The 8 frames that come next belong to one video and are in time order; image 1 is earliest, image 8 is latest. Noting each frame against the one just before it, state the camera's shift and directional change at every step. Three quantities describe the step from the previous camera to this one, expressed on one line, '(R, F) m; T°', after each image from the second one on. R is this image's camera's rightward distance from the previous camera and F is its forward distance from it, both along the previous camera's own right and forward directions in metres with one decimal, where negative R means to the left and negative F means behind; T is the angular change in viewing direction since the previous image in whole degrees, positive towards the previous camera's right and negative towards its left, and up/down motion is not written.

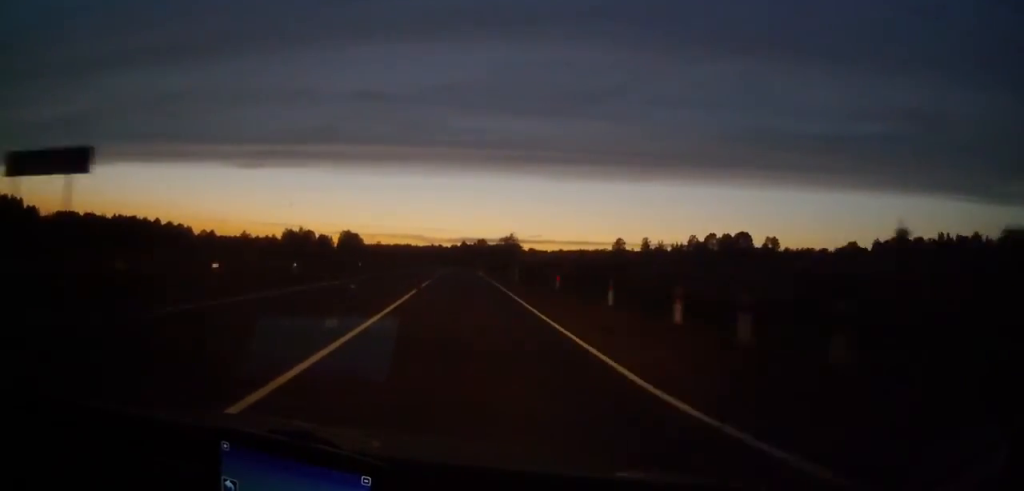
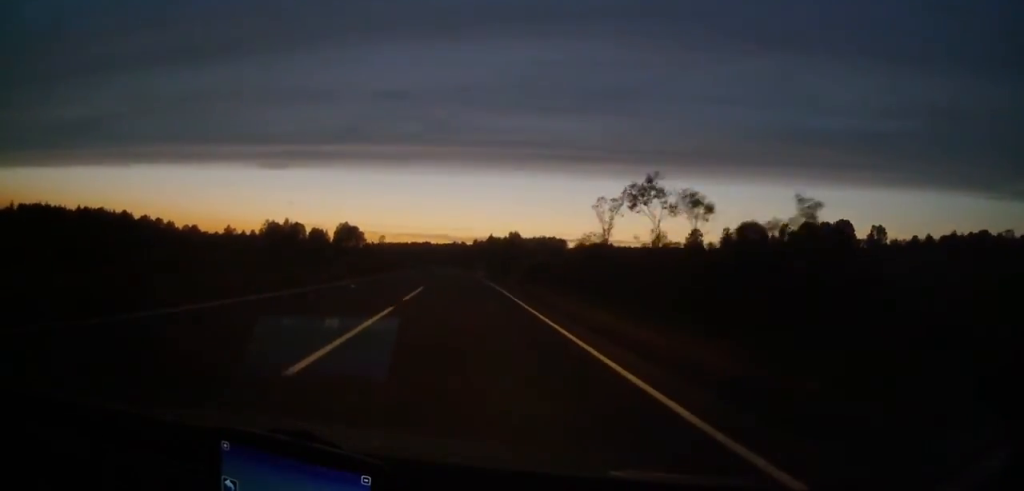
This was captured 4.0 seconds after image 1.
(-1.8, +103.3) m; -2°
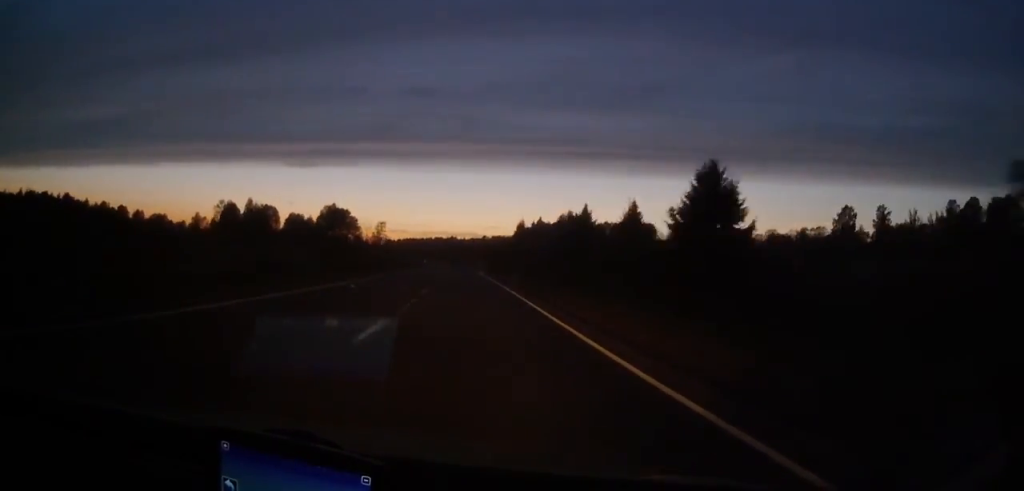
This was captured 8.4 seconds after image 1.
(-3.1, +117.1) m; -2°
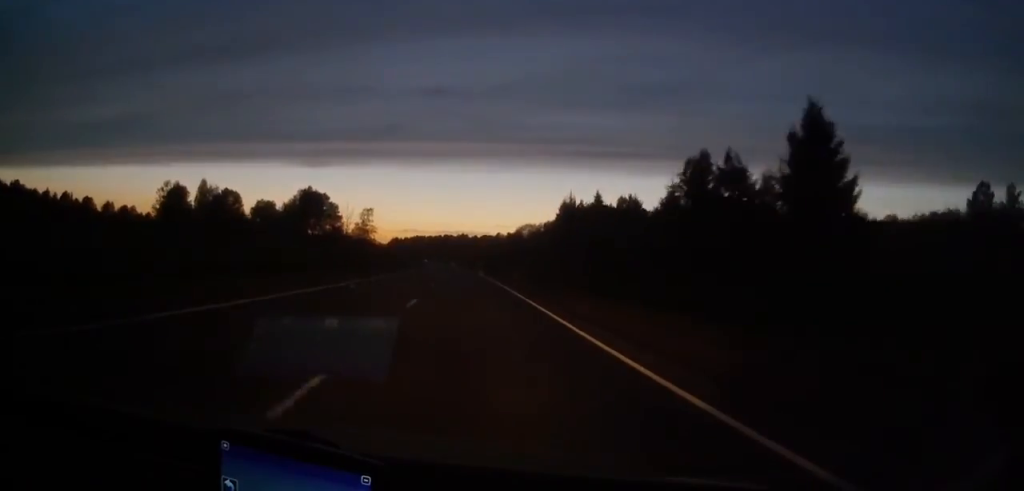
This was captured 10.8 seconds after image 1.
(-0.7, +66.3) m; -1°
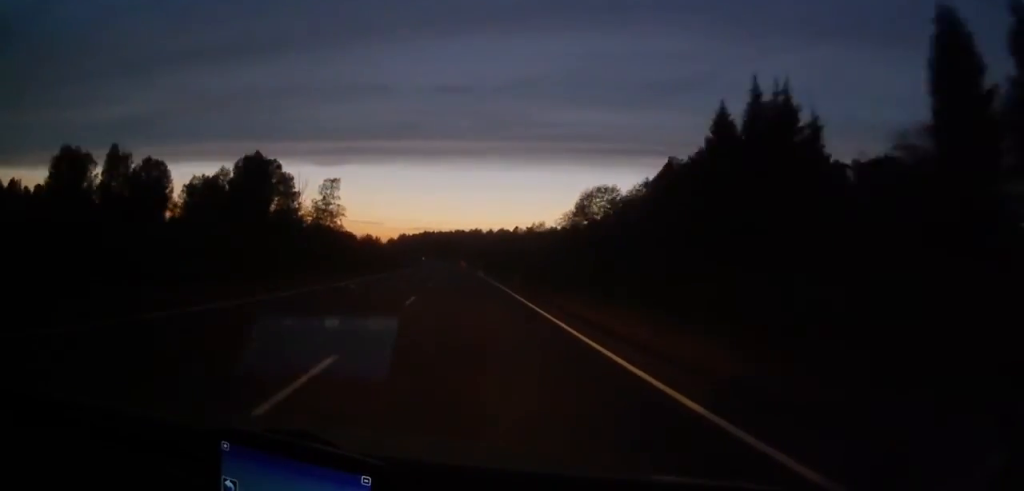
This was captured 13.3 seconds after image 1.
(-0.7, +71.7) m; -1°
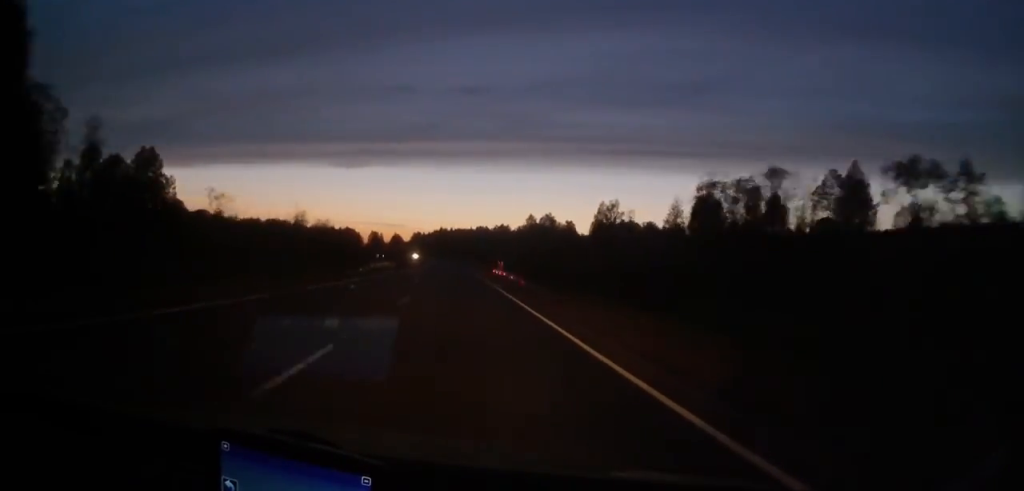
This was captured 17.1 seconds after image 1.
(-1.7, +109.7) m; -2°
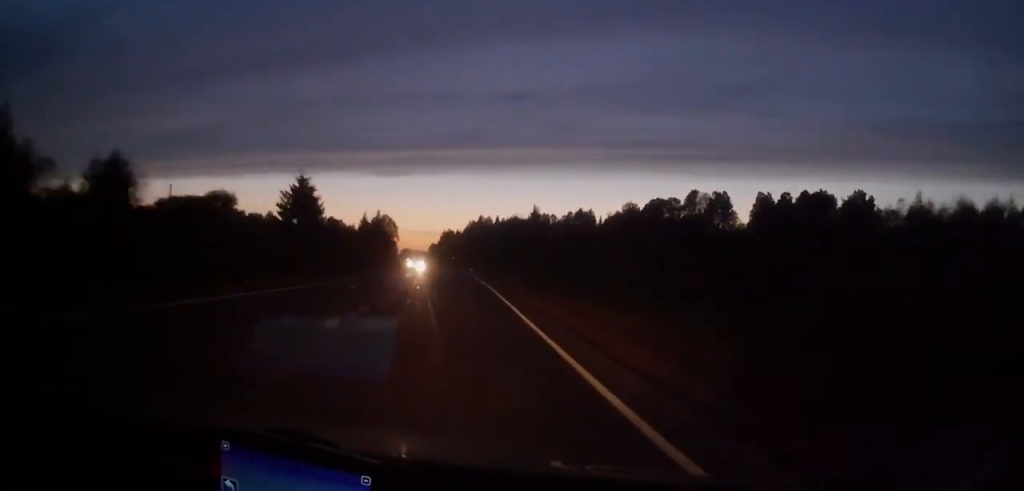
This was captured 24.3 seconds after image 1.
(-8.2, +223.5) m; -4°
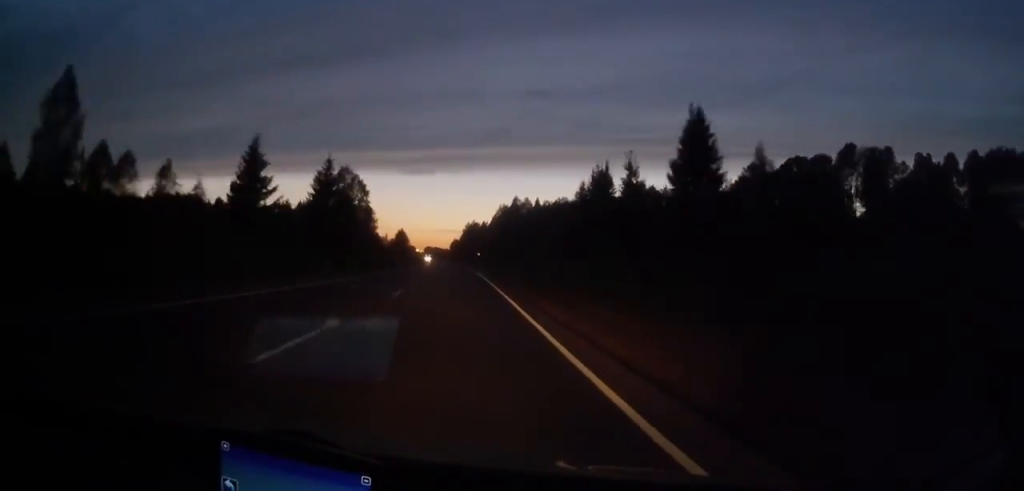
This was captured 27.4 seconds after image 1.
(-0.8, +69.9) m; -1°
